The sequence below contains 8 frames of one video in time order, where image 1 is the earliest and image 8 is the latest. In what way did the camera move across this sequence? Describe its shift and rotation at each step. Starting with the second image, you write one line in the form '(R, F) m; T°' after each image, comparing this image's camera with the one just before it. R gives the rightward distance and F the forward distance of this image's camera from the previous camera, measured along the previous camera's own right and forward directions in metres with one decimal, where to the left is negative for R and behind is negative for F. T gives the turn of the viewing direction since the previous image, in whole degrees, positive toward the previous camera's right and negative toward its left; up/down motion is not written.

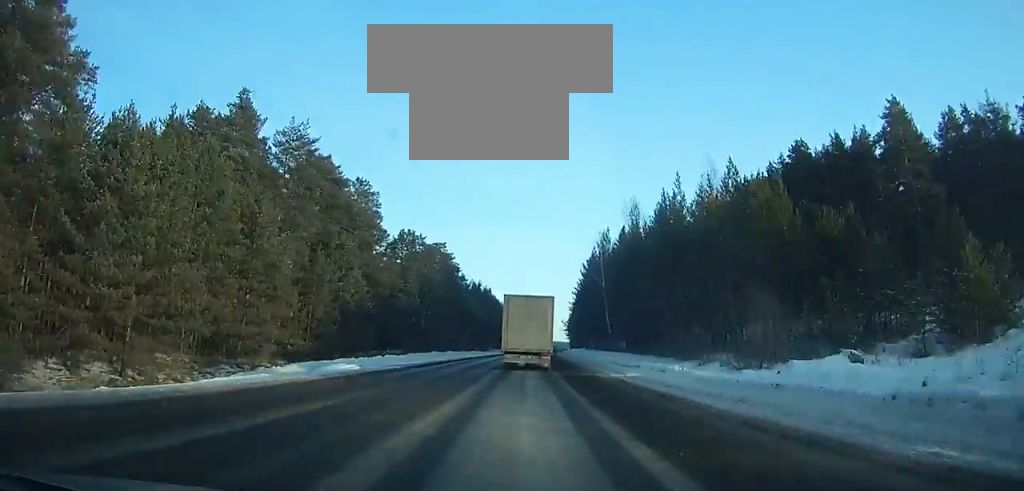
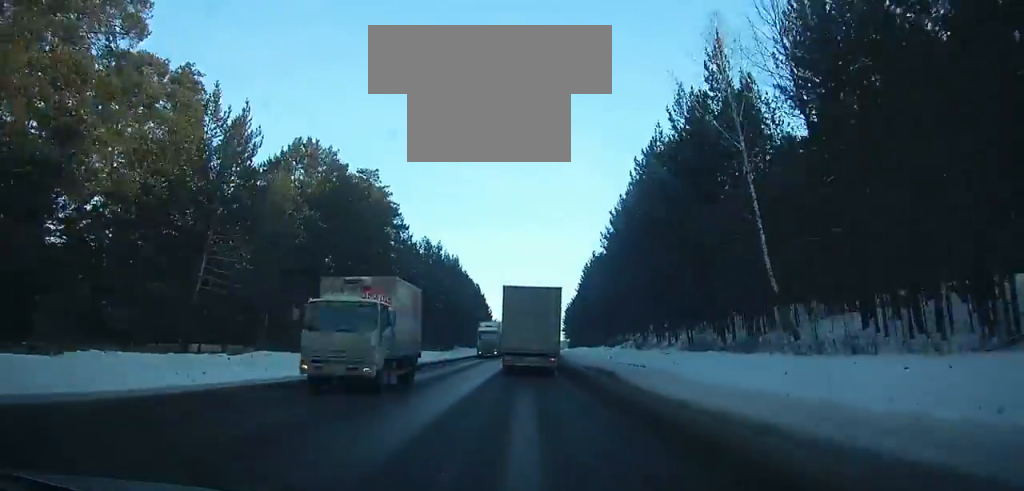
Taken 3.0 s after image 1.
(0.0, +50.5) m; 0°
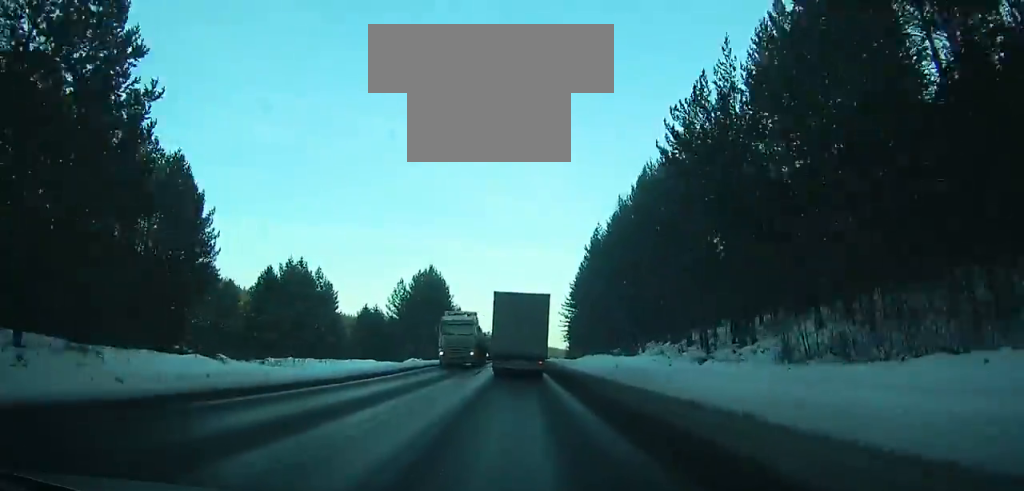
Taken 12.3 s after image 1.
(+4.6, +143.5) m; +4°
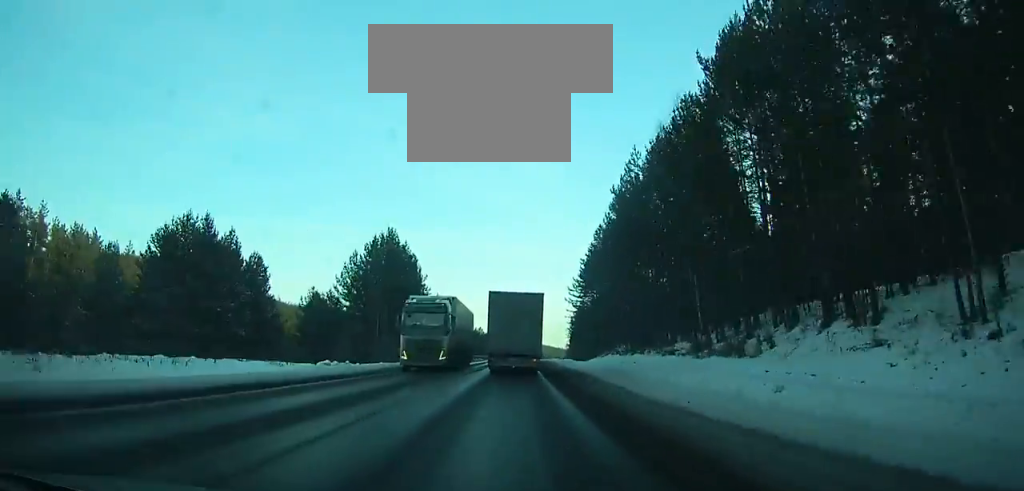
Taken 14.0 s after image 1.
(0.0, +25.4) m; 0°
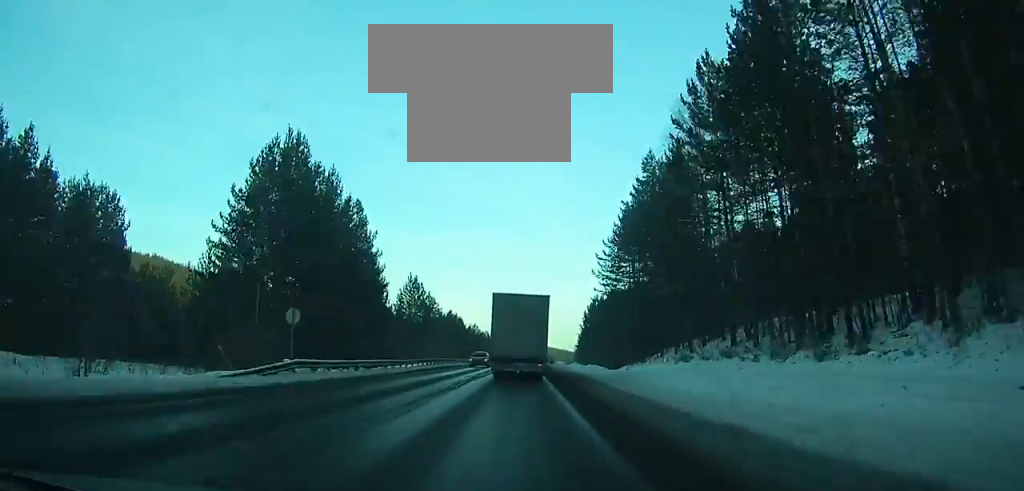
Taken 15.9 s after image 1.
(0.0, +28.4) m; 0°
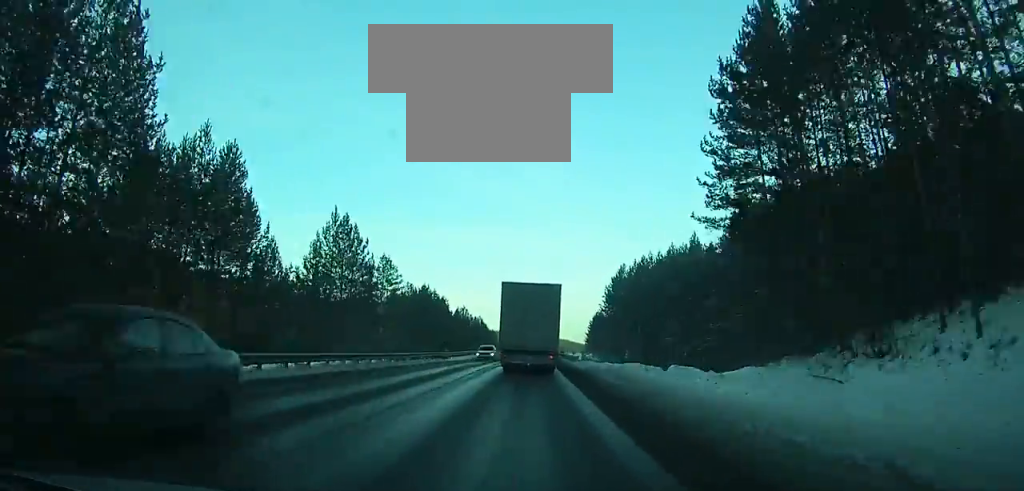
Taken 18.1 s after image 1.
(0.0, +33.1) m; +1°
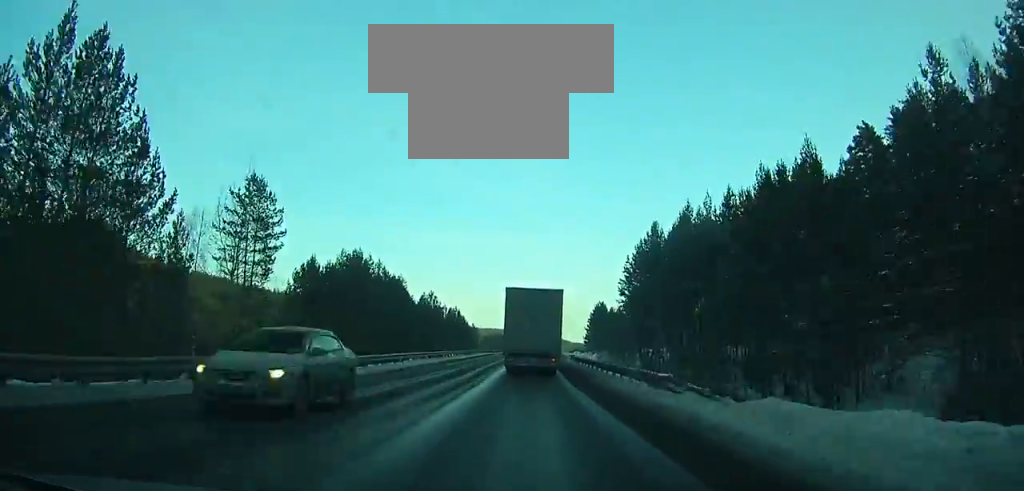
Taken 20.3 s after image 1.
(+0.3, +33.5) m; +1°
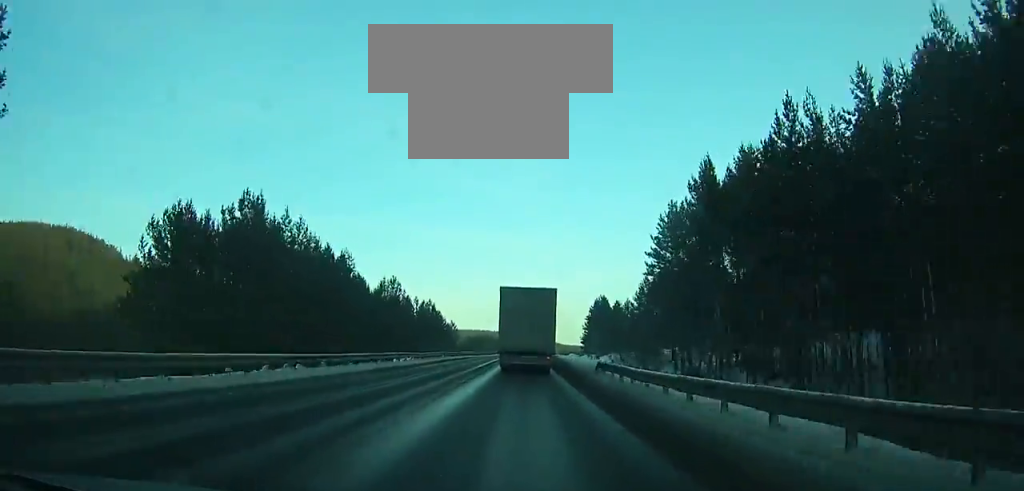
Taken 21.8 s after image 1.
(+0.1, +23.1) m; 0°
